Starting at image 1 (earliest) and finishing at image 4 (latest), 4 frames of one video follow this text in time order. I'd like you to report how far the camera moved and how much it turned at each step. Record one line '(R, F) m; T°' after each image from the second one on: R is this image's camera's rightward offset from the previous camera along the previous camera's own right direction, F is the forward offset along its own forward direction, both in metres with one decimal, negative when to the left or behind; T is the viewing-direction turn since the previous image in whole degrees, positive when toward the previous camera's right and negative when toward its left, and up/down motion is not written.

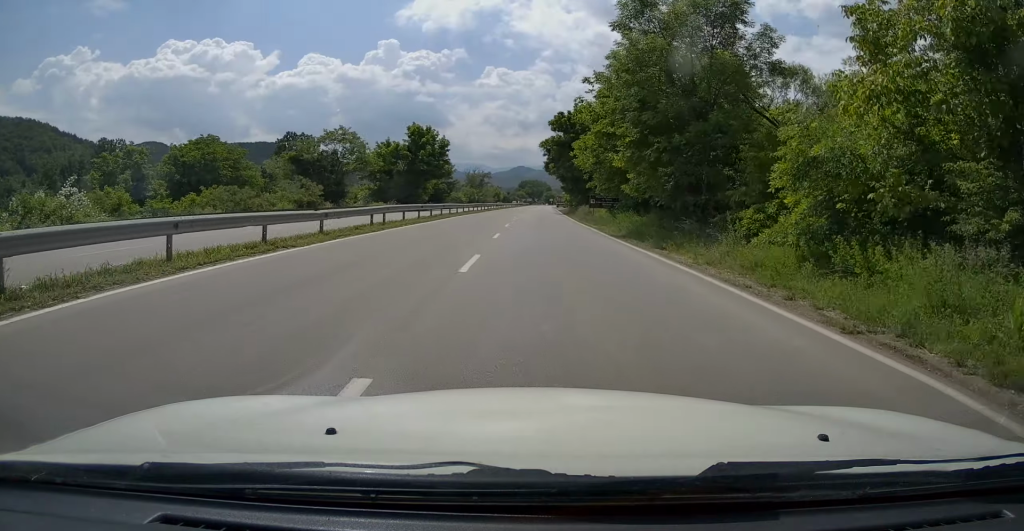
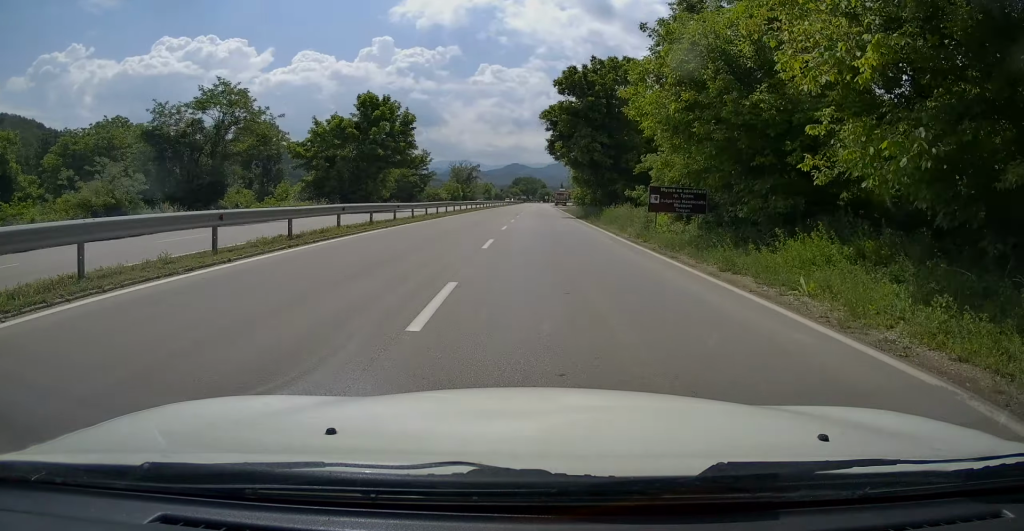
(+0.2, +22.2) m; +1°
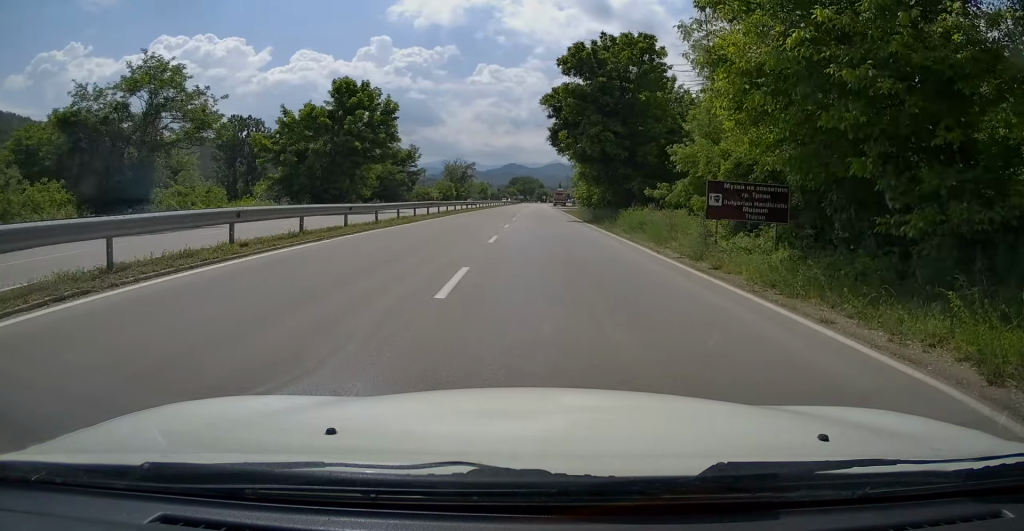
(0.0, +7.2) m; 0°
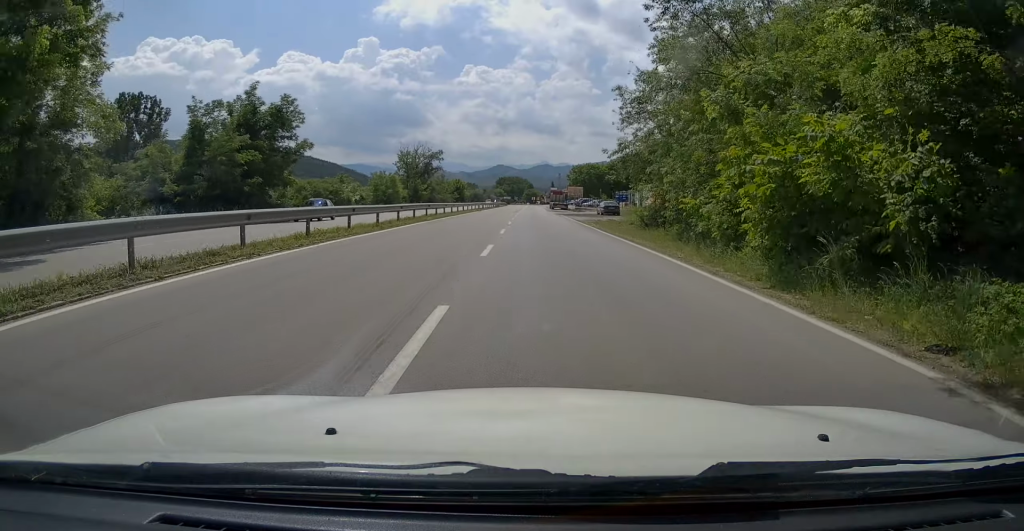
(+0.6, +39.2) m; +2°
